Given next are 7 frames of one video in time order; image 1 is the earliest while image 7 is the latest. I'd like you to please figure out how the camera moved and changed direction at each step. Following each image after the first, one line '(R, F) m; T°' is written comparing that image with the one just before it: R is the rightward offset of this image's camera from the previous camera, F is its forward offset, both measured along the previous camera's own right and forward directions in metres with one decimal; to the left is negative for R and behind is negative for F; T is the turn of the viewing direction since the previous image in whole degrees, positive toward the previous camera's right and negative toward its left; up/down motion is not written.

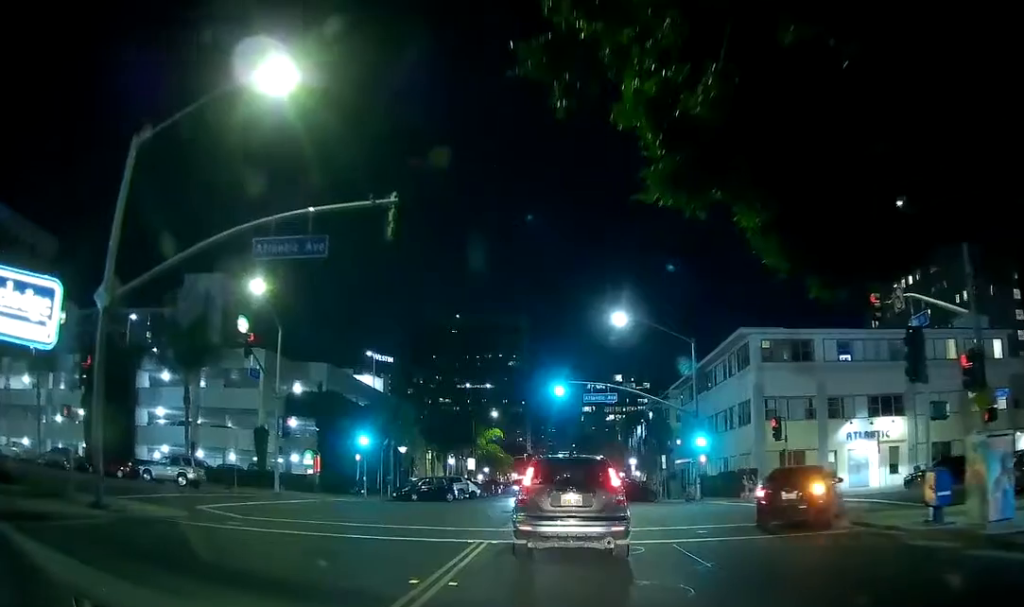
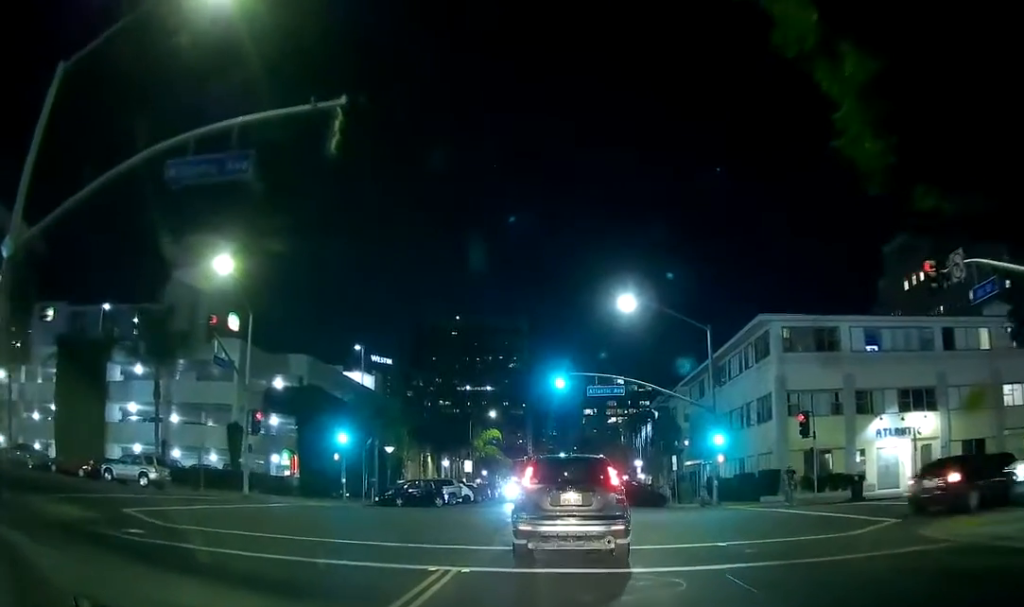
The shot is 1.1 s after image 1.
(-0.1, +4.7) m; -3°
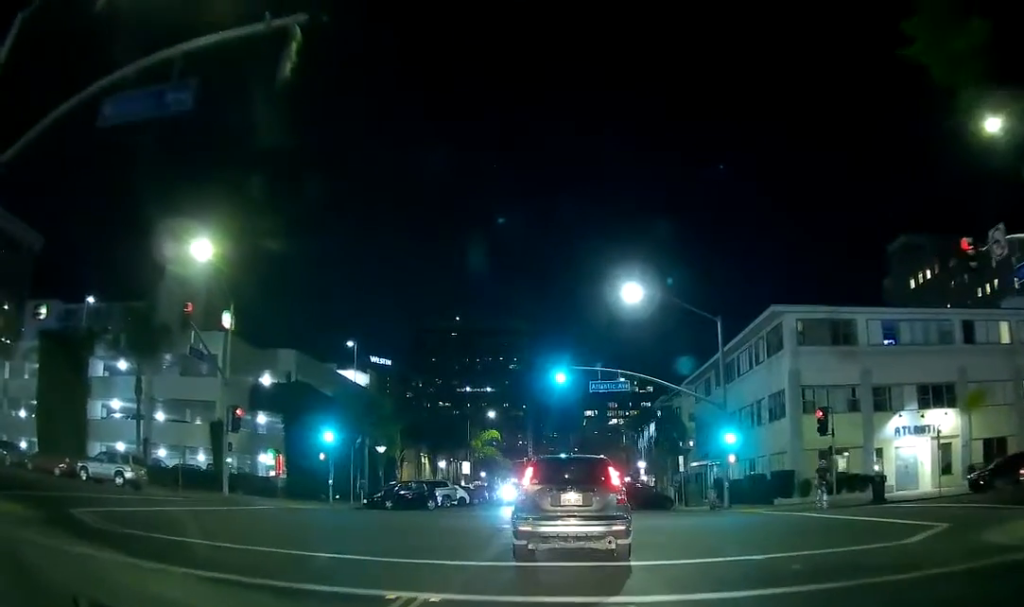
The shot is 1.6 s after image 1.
(0.0, +2.3) m; -1°
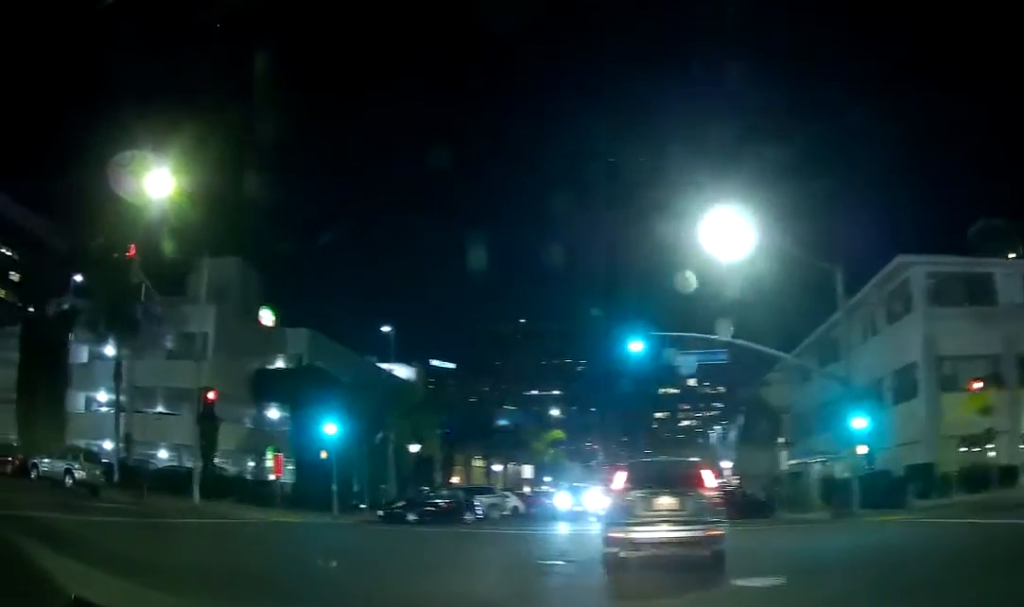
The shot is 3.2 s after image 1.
(-0.1, +6.1) m; -7°
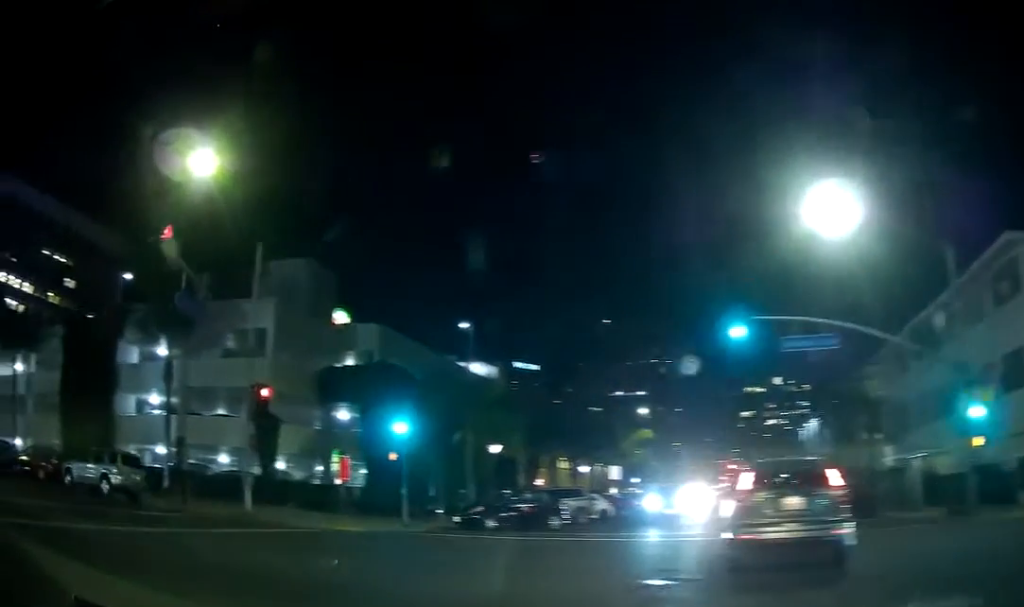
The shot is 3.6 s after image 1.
(+0.1, +1.8) m; -4°
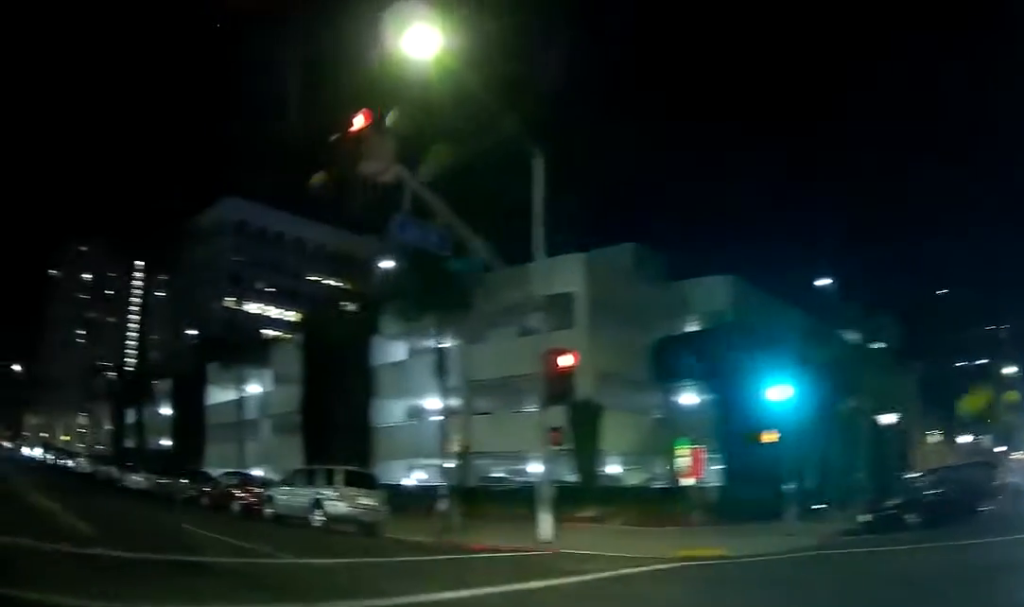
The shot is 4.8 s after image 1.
(-1.8, +8.0) m; -29°
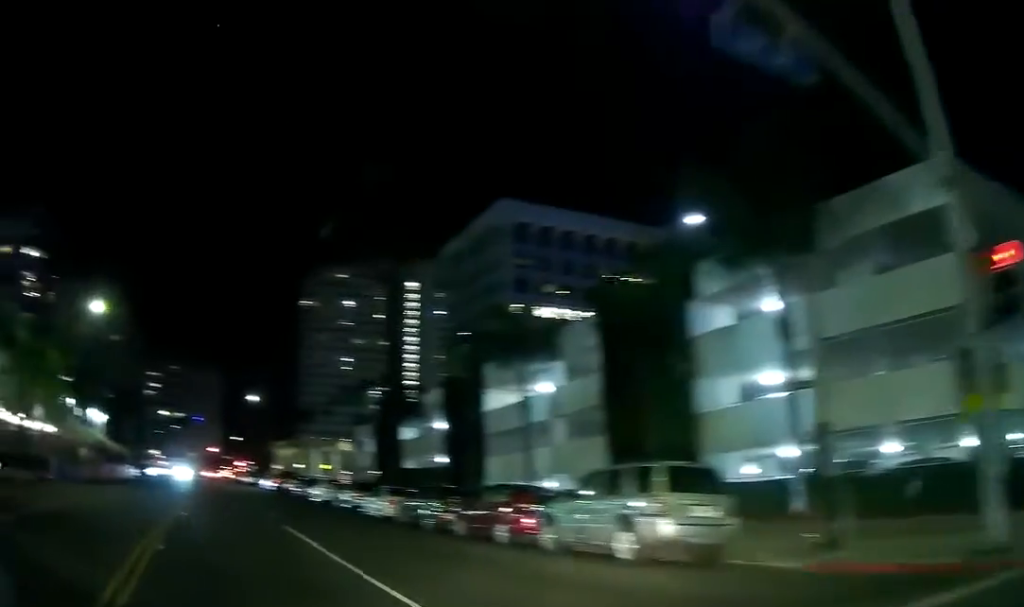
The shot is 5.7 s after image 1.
(-1.6, +6.6) m; -16°
